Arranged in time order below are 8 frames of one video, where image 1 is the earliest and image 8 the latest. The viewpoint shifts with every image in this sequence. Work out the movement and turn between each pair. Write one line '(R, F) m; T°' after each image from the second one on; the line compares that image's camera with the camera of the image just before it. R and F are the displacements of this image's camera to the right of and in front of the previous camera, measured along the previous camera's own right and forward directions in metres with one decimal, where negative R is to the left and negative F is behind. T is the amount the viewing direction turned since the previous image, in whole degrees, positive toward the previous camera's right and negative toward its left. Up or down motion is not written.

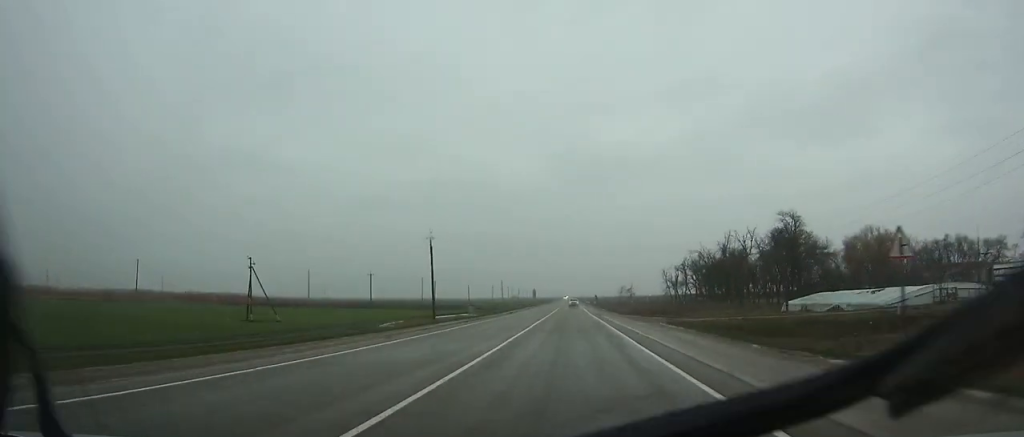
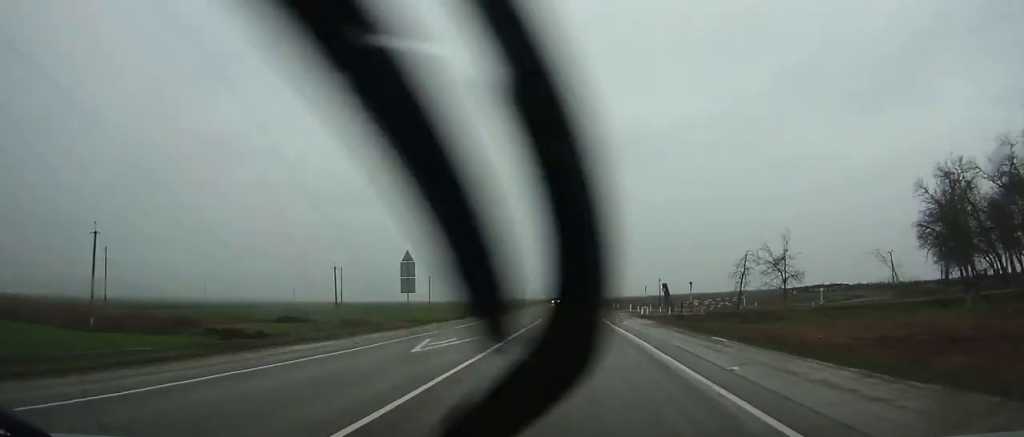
(-3.1, +141.3) m; -1°
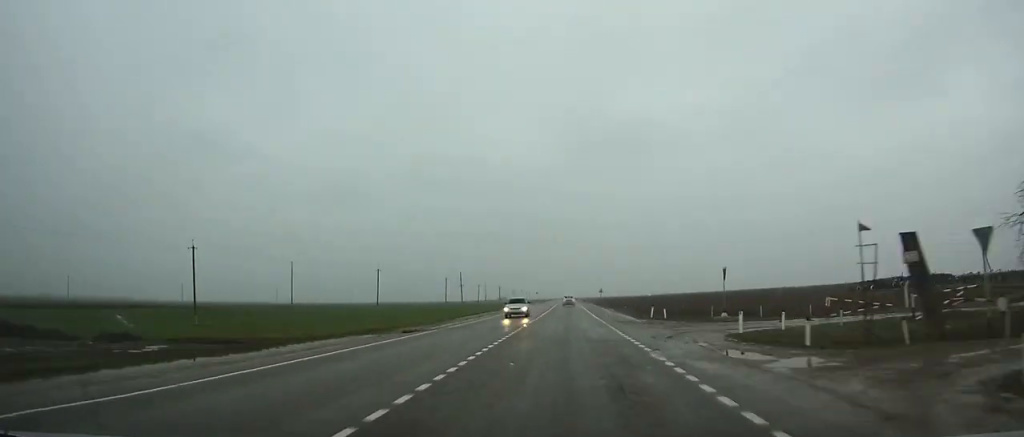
(0.0, +39.4) m; 0°
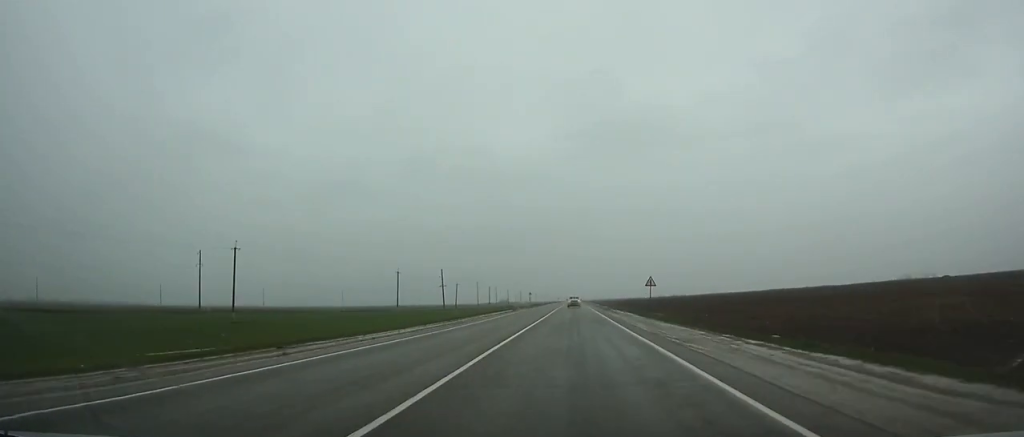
(-0.1, +57.7) m; 0°
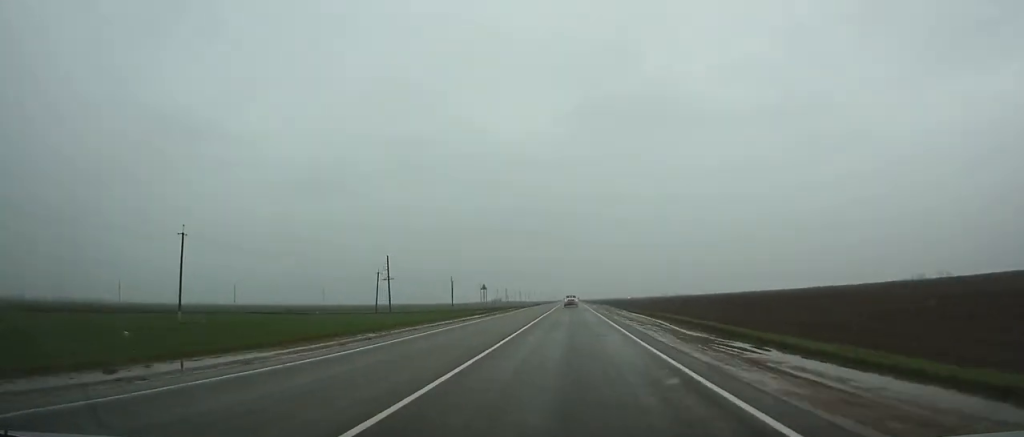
(+0.2, +75.6) m; 0°
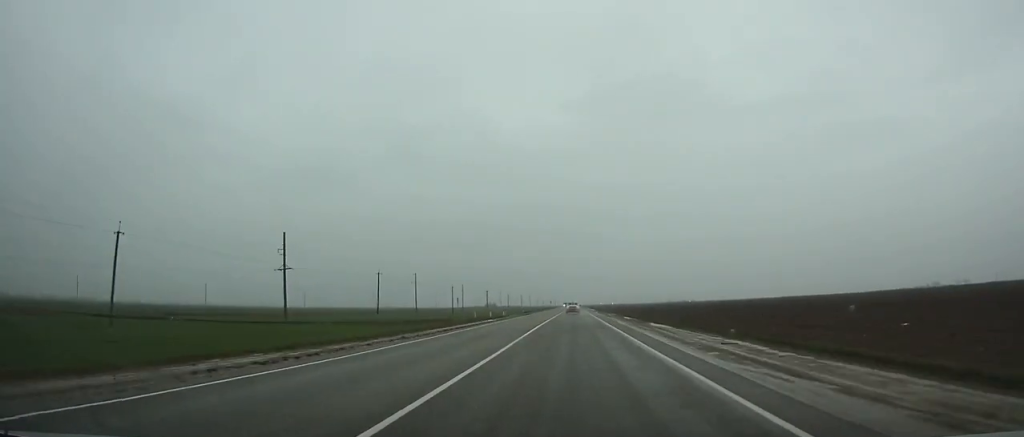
(-0.2, +70.4) m; 0°
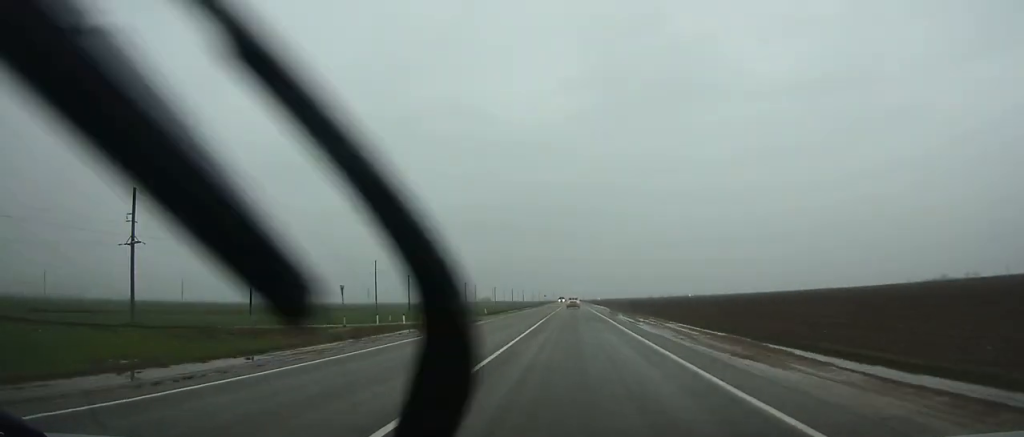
(+0.2, +45.4) m; 0°
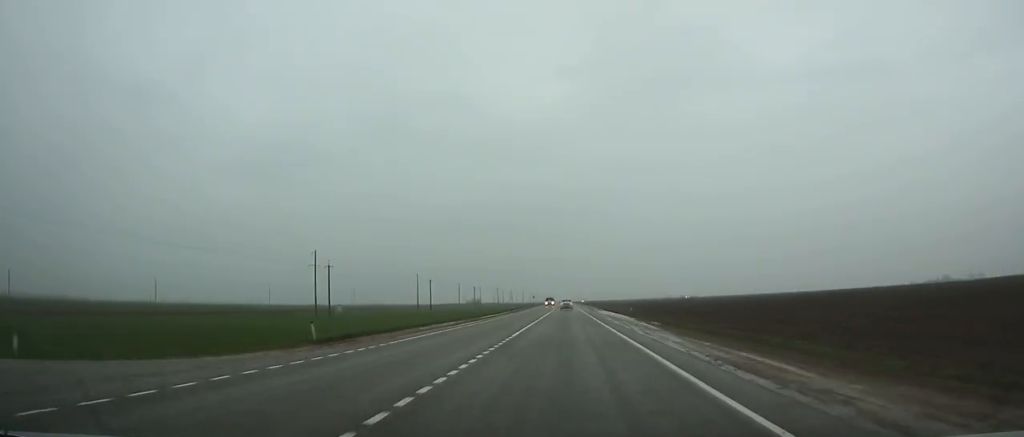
(+0.1, +41.1) m; 0°
